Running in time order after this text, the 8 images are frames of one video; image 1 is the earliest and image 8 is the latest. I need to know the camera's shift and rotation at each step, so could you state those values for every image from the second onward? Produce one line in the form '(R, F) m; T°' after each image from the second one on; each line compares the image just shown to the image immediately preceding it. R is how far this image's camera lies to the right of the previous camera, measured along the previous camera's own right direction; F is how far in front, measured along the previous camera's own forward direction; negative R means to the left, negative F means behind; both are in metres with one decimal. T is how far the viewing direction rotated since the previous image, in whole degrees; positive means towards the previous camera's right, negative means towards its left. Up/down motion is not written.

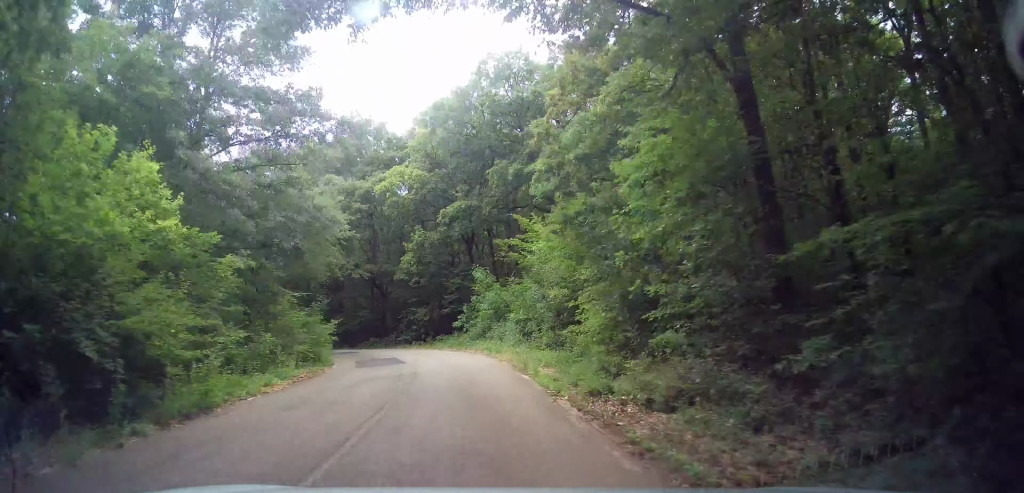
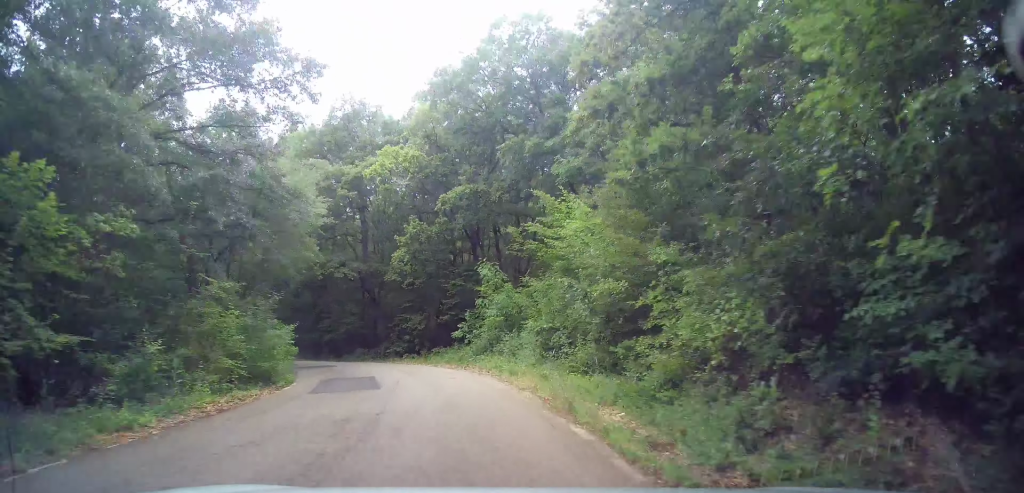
(-0.1, +6.5) m; -2°
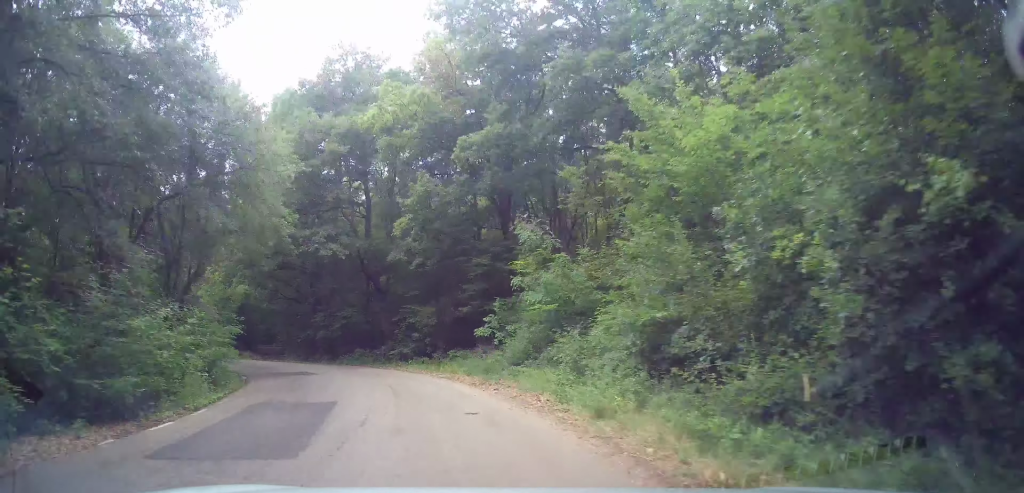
(-0.2, +8.6) m; -3°
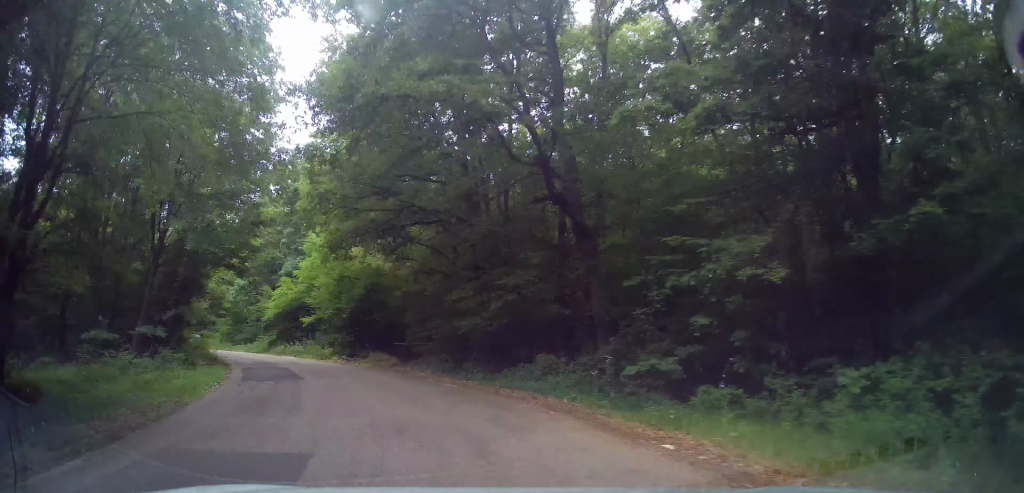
(-1.3, +17.3) m; -11°
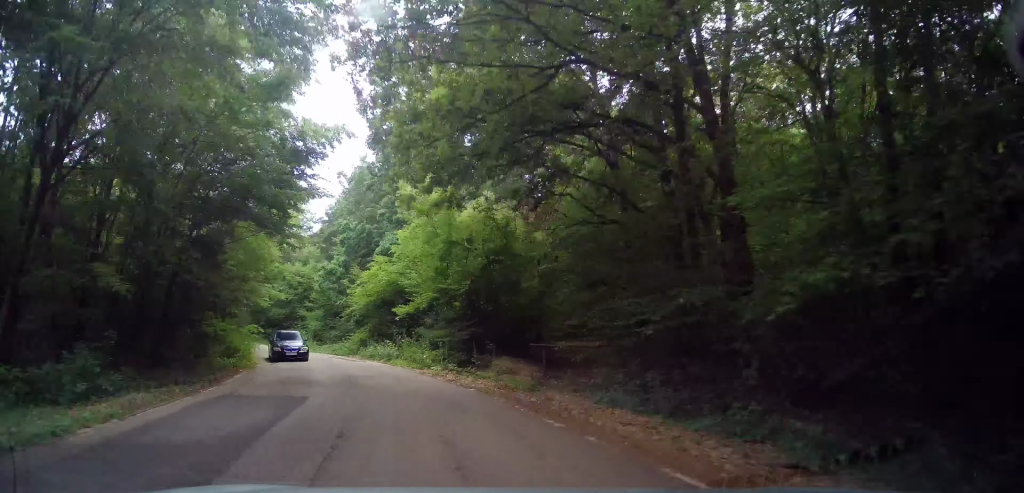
(-1.0, +12.0) m; -9°
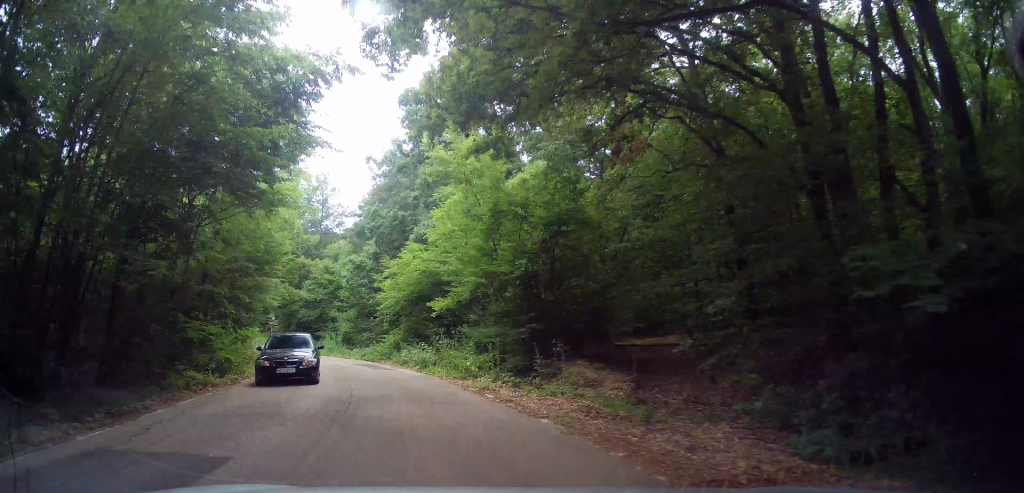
(-0.1, +5.1) m; -4°
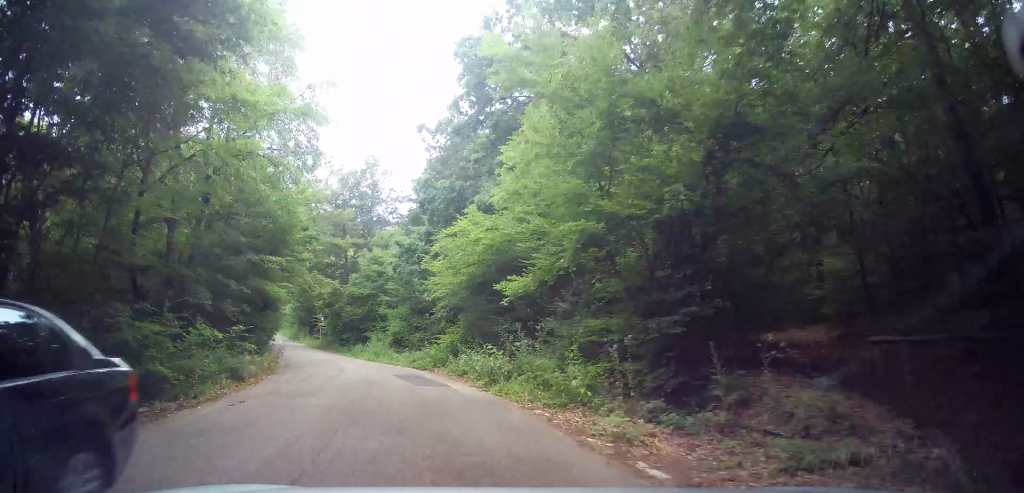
(-0.3, +6.8) m; -7°
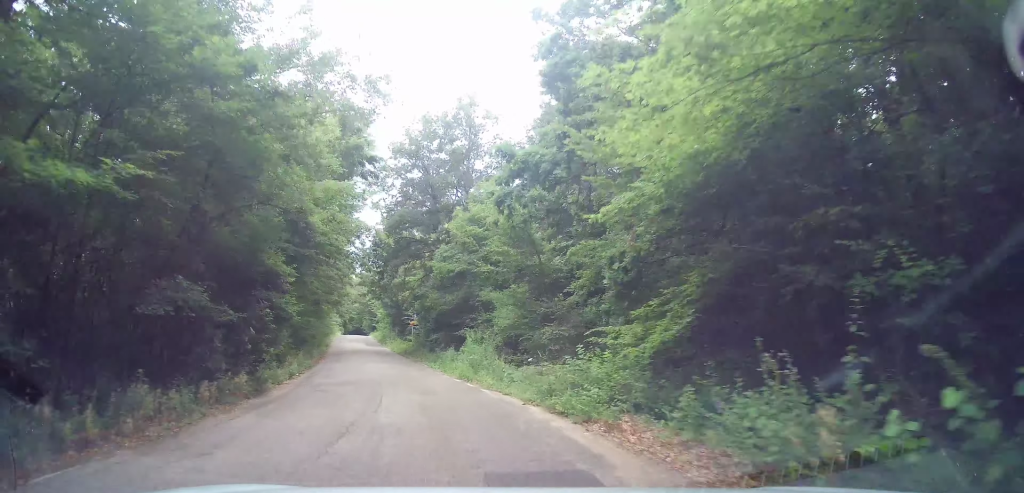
(-1.5, +12.8) m; -16°
